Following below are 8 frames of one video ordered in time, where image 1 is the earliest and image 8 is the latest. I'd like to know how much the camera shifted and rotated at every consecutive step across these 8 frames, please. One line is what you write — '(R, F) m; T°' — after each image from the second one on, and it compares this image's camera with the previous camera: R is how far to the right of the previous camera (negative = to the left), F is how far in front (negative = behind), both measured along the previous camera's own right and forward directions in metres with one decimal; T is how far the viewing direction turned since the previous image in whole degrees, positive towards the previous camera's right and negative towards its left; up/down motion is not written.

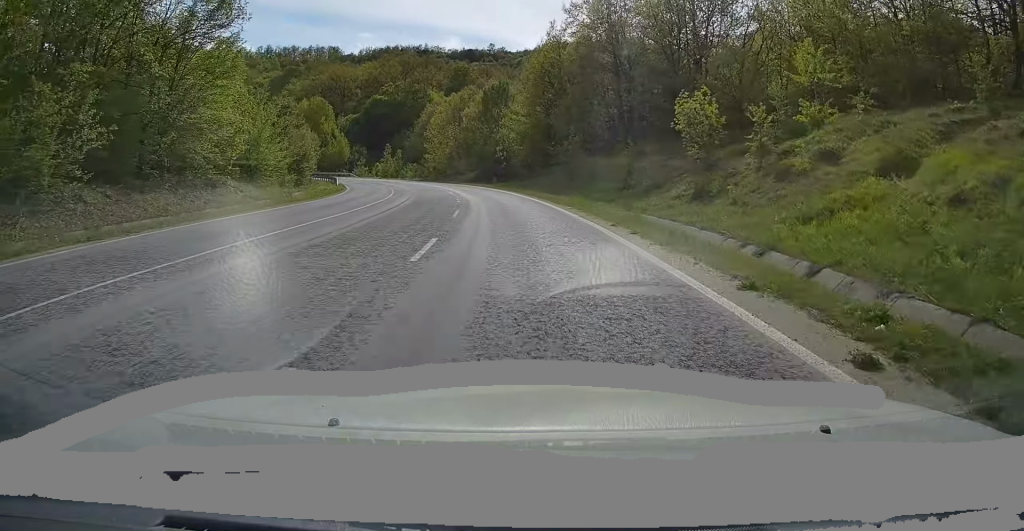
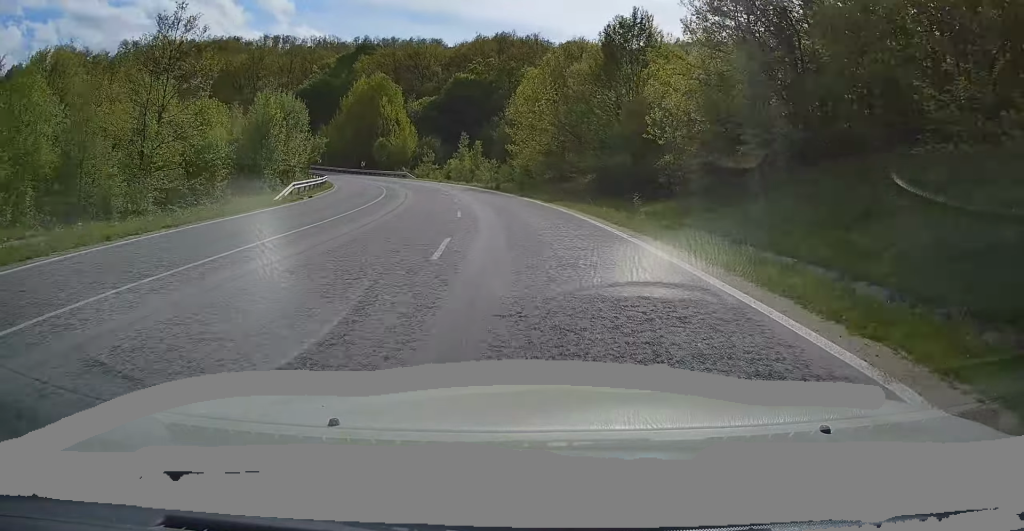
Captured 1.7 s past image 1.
(-2.7, +35.6) m; -9°
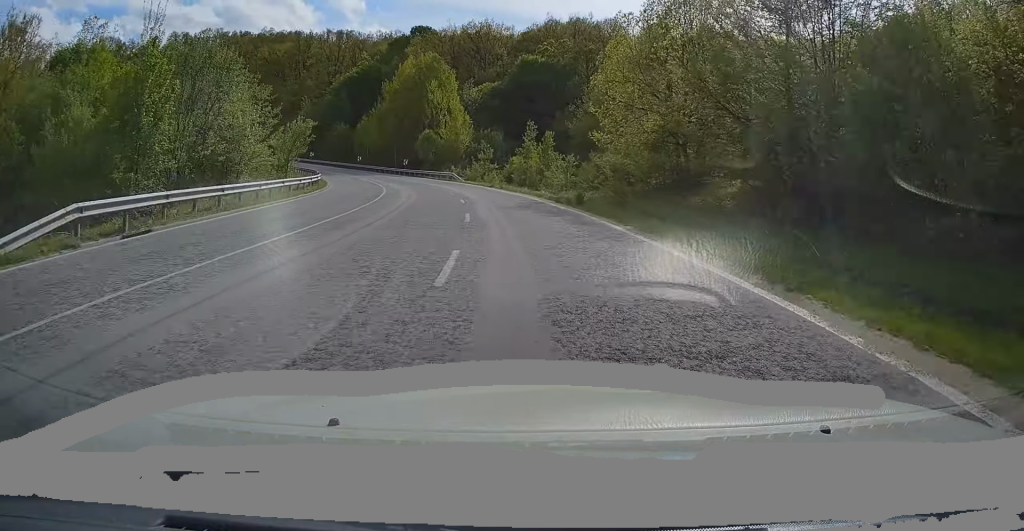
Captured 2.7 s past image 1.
(-0.9, +20.0) m; -6°
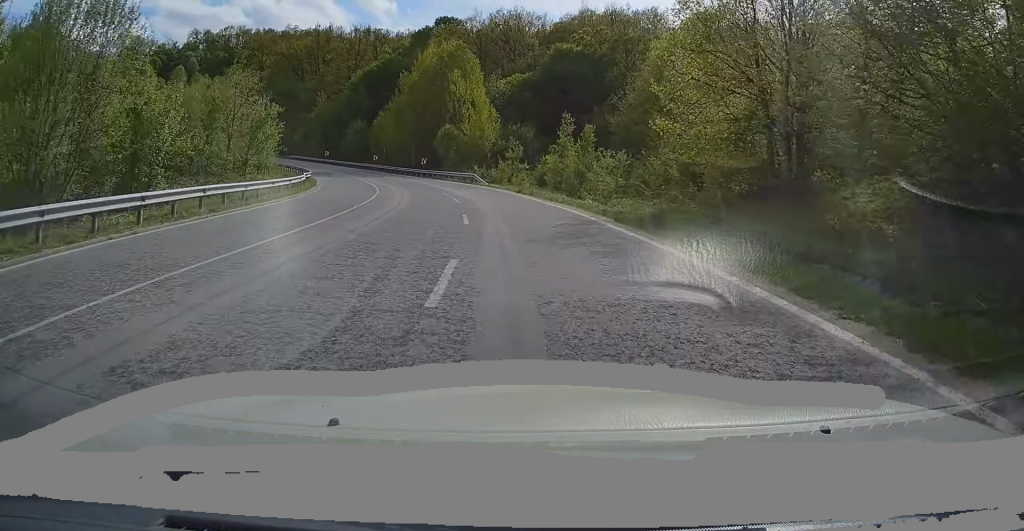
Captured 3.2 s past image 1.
(+0.1, +9.7) m; -3°
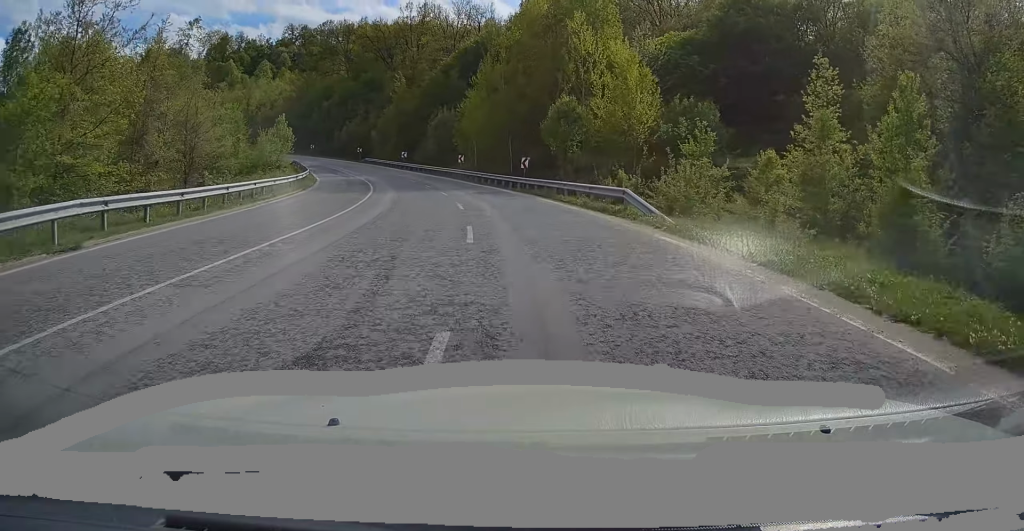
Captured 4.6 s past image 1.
(-3.5, +30.5) m; -11°
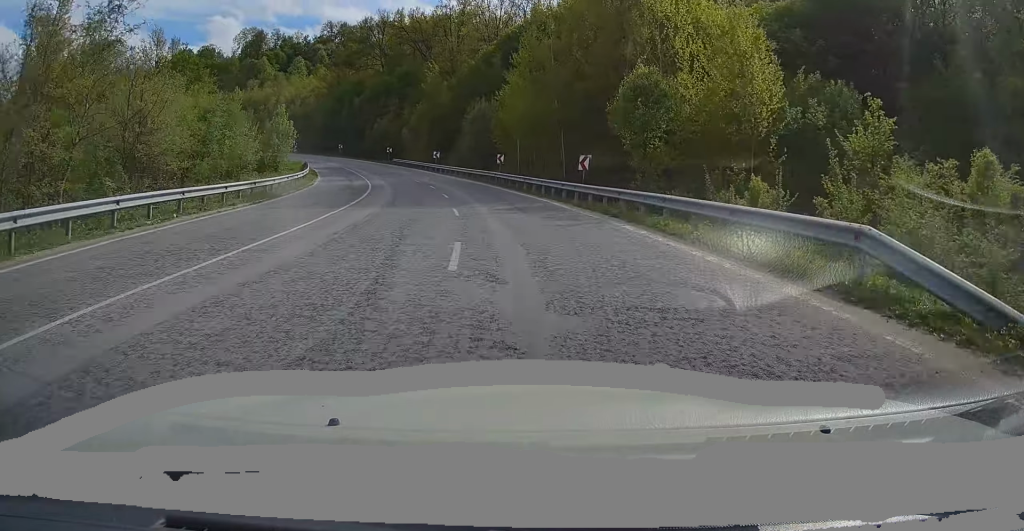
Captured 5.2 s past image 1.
(-0.2, +11.9) m; -4°
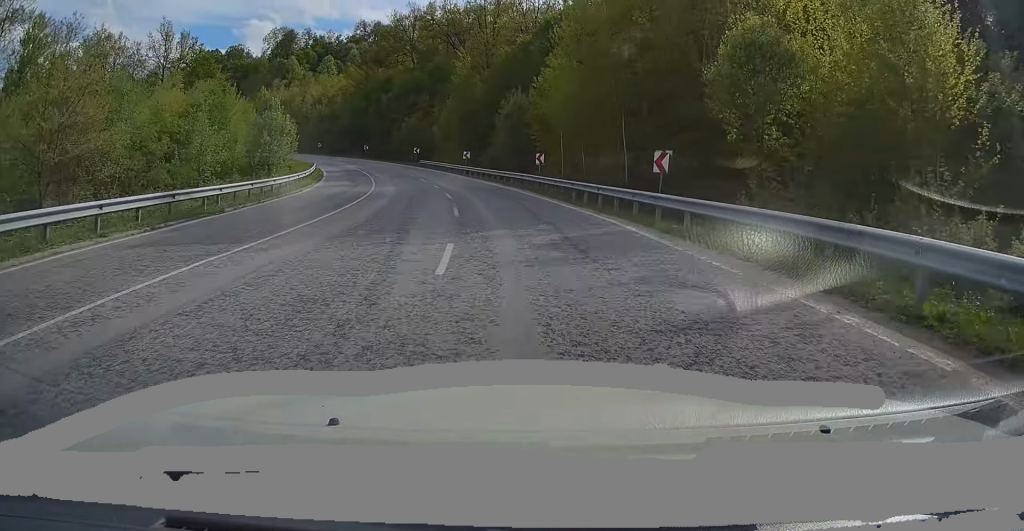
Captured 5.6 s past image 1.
(-0.5, +9.1) m; -3°
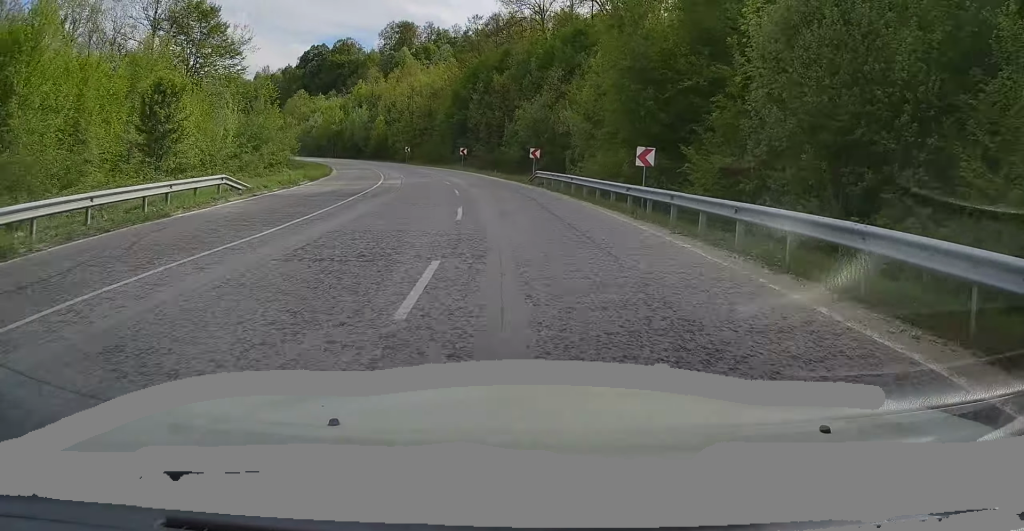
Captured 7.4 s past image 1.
(-4.5, +37.8) m; -13°
